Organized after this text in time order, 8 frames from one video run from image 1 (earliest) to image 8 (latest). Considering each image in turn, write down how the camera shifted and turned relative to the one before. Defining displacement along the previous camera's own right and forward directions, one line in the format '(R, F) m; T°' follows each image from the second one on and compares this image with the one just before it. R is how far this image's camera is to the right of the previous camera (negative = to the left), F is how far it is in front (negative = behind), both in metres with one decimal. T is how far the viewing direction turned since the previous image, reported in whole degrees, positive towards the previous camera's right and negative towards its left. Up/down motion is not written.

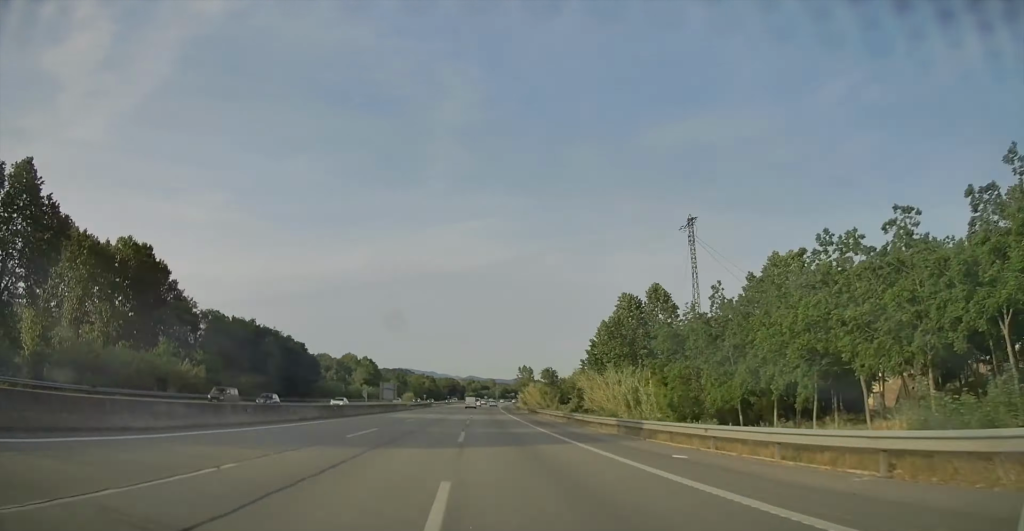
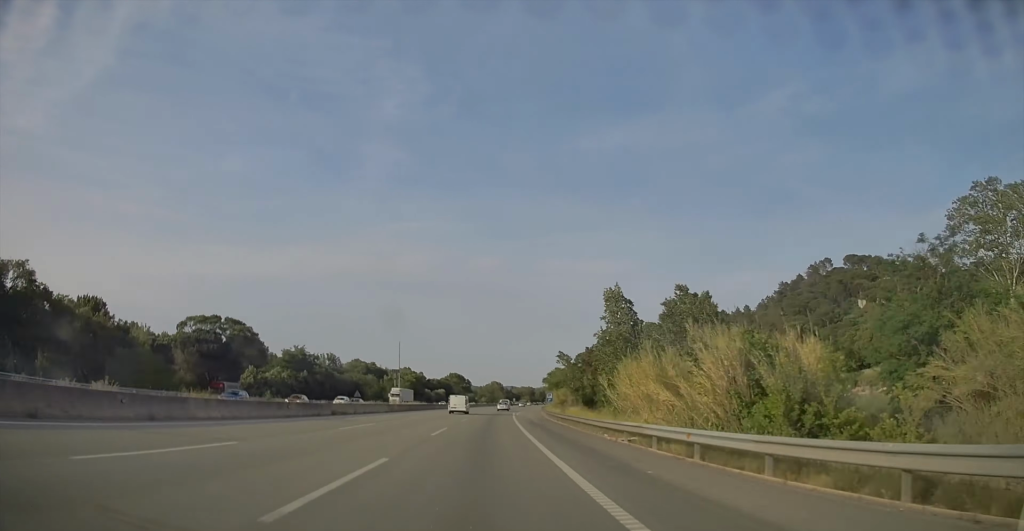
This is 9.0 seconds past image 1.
(+32.7, +402.0) m; +10°
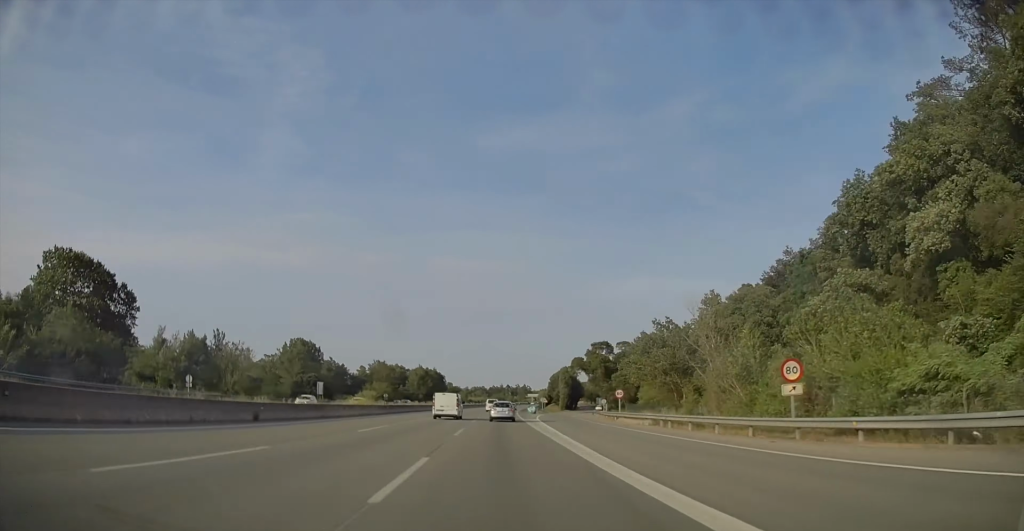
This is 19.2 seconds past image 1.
(+46.3, +462.0) m; +10°
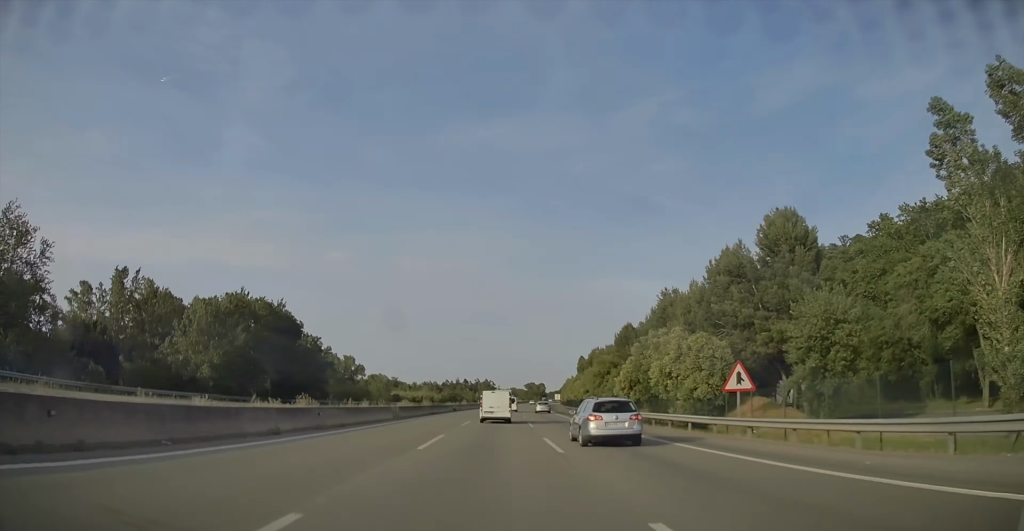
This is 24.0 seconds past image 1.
(+5.9, +155.9) m; +3°
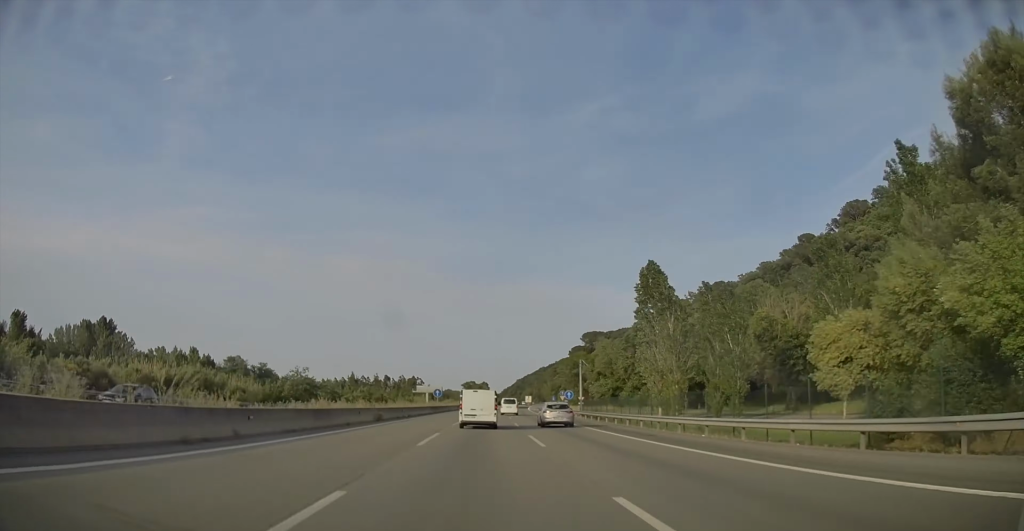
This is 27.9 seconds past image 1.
(+4.1, +85.0) m; +1°
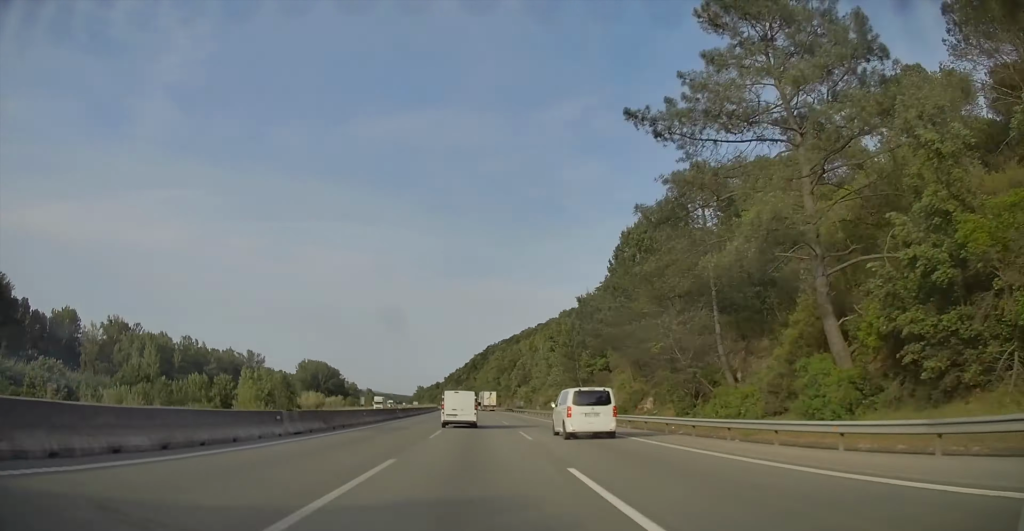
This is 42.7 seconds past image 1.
(-9.5, +397.0) m; -5°
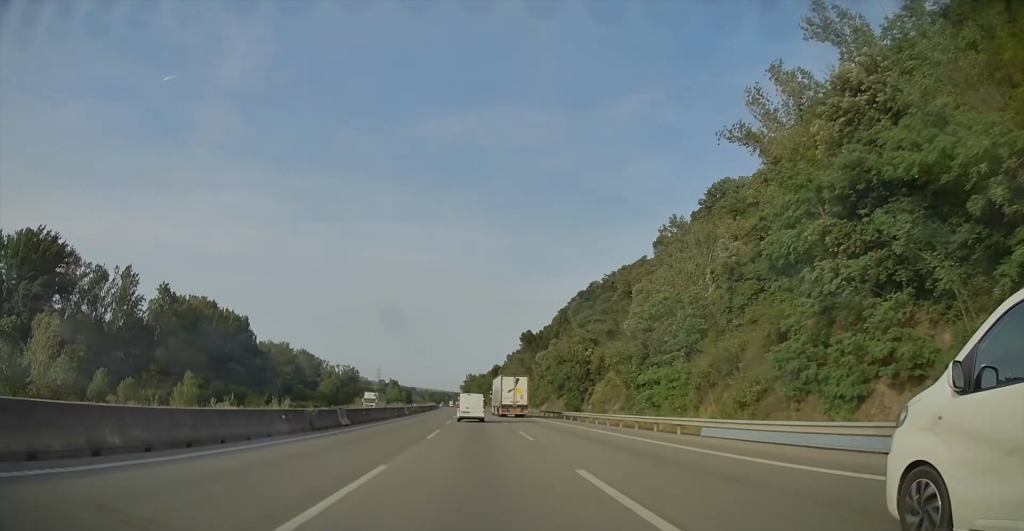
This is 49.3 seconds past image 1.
(-6.6, +203.1) m; -3°
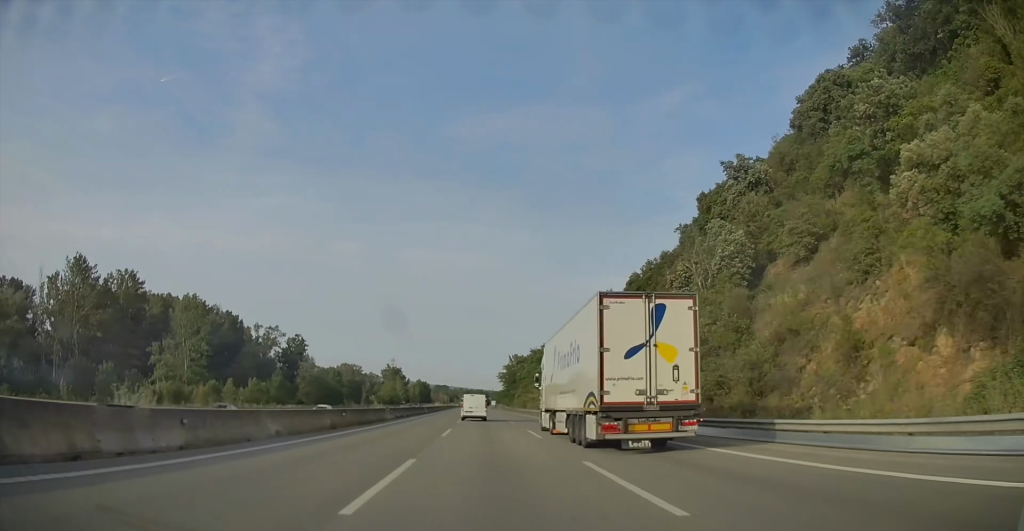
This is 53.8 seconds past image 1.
(-3.8, +142.6) m; -1°
